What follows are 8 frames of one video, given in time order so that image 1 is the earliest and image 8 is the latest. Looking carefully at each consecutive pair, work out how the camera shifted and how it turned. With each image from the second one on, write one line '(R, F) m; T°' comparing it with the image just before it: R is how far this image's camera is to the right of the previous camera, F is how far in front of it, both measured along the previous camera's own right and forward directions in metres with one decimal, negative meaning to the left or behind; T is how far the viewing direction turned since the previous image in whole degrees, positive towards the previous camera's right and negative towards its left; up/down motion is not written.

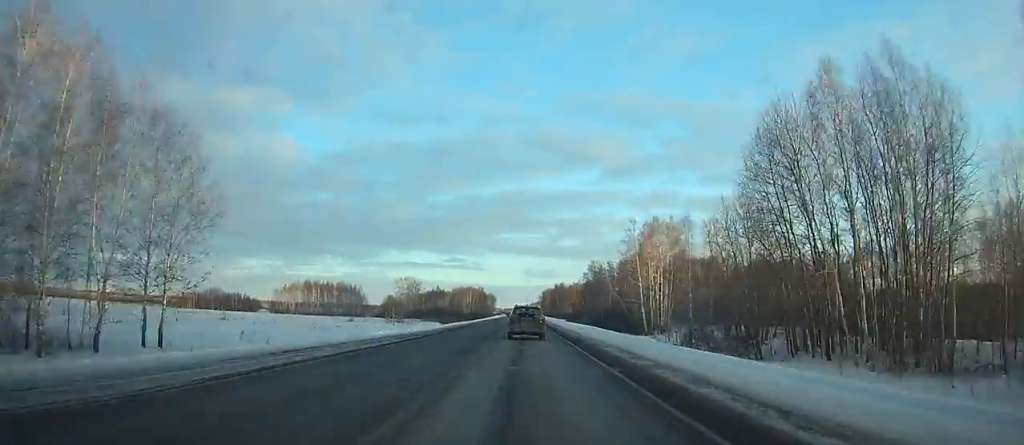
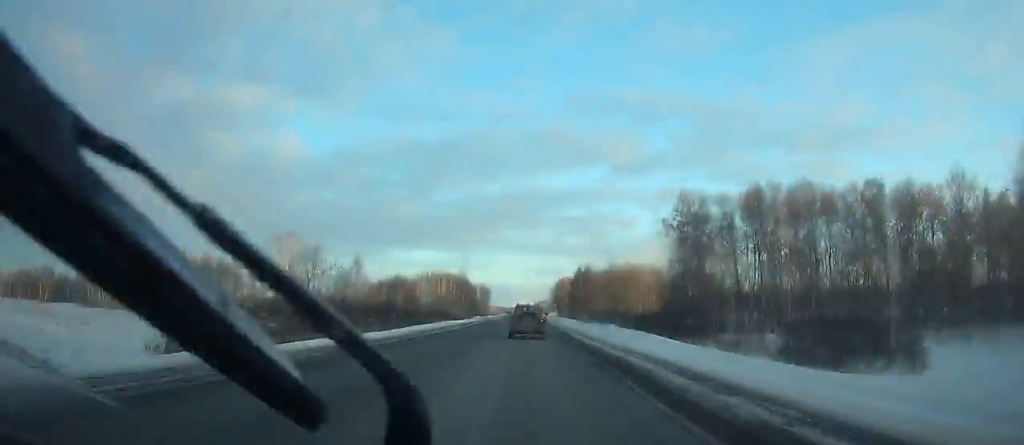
(-0.6, +110.1) m; 0°
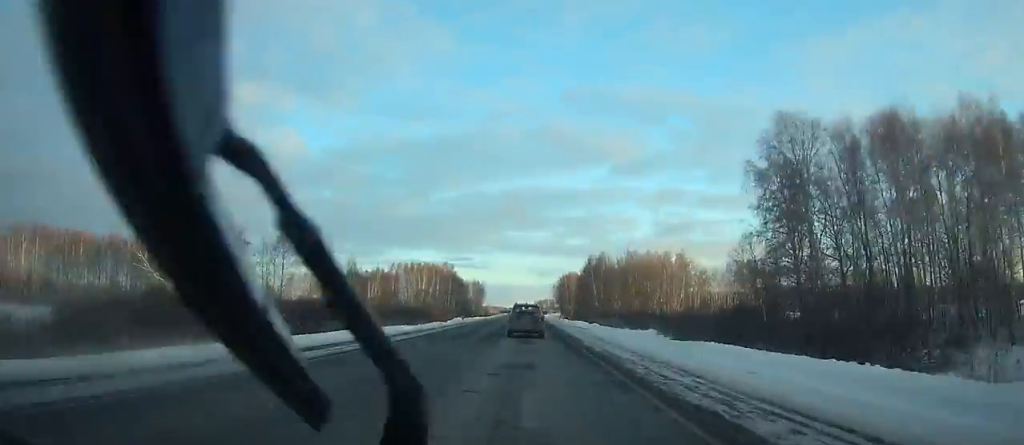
(0.0, +34.0) m; 0°
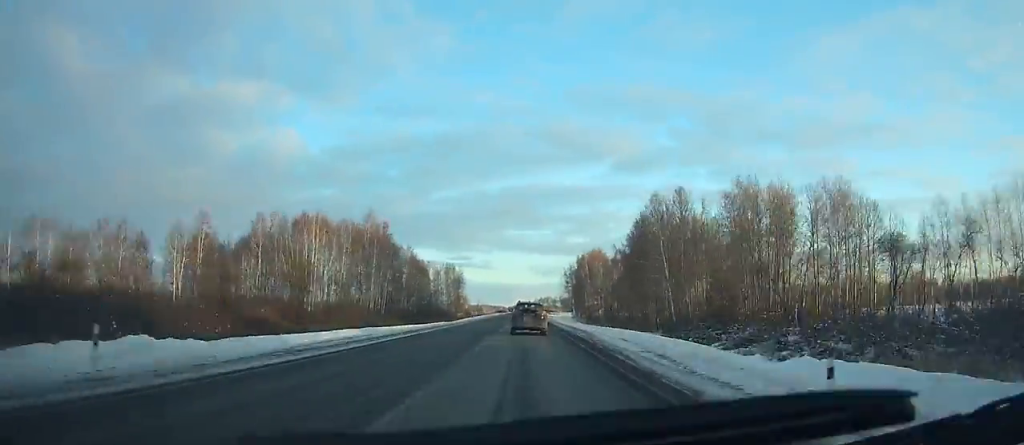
(-0.1, +79.5) m; 0°
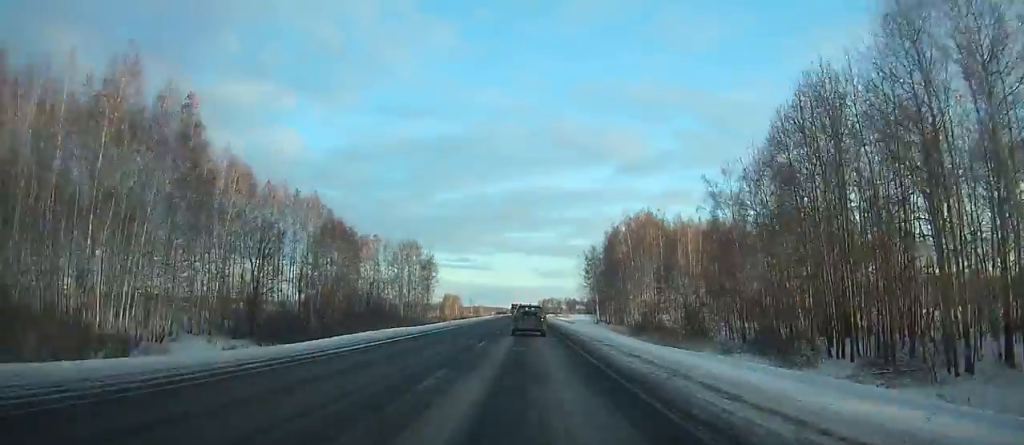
(+0.1, +56.8) m; 0°
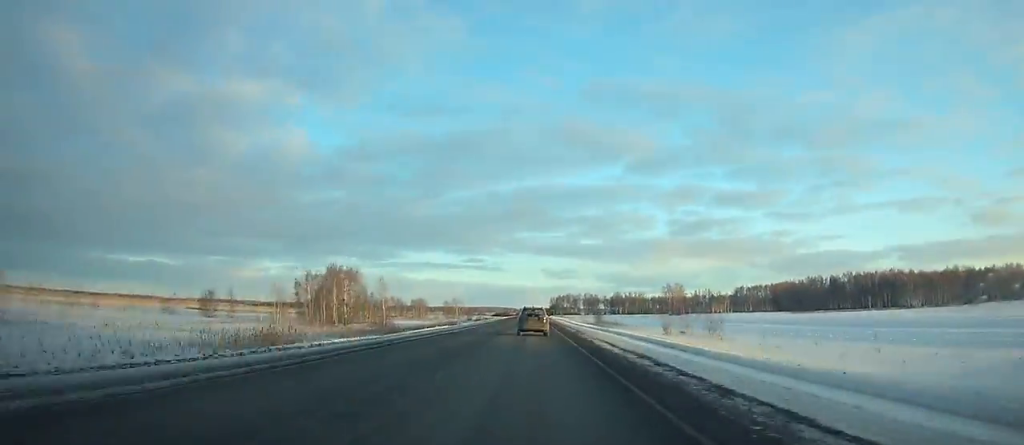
(-1.9, +166.8) m; -1°
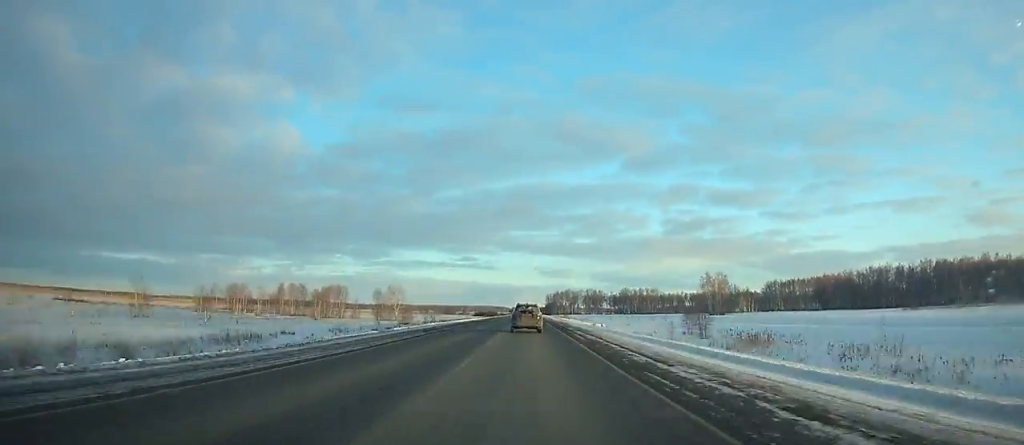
(+0.2, +94.1) m; 0°
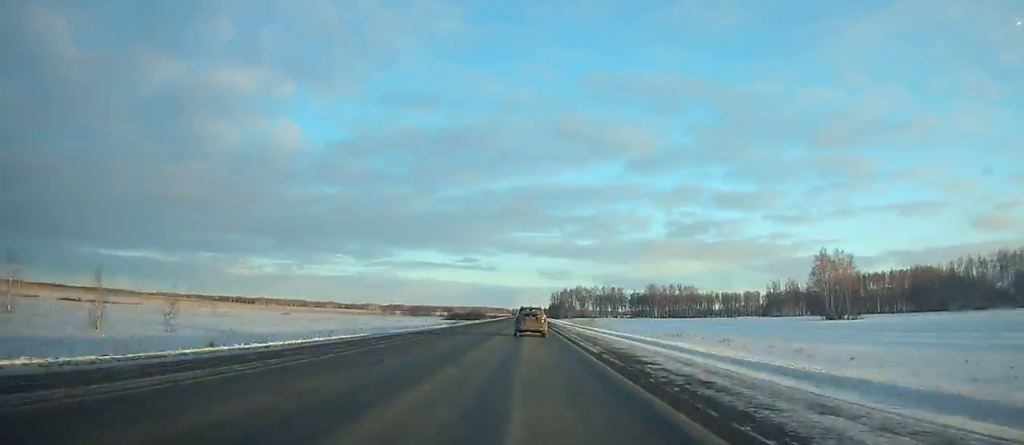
(+0.1, +110.5) m; 0°
